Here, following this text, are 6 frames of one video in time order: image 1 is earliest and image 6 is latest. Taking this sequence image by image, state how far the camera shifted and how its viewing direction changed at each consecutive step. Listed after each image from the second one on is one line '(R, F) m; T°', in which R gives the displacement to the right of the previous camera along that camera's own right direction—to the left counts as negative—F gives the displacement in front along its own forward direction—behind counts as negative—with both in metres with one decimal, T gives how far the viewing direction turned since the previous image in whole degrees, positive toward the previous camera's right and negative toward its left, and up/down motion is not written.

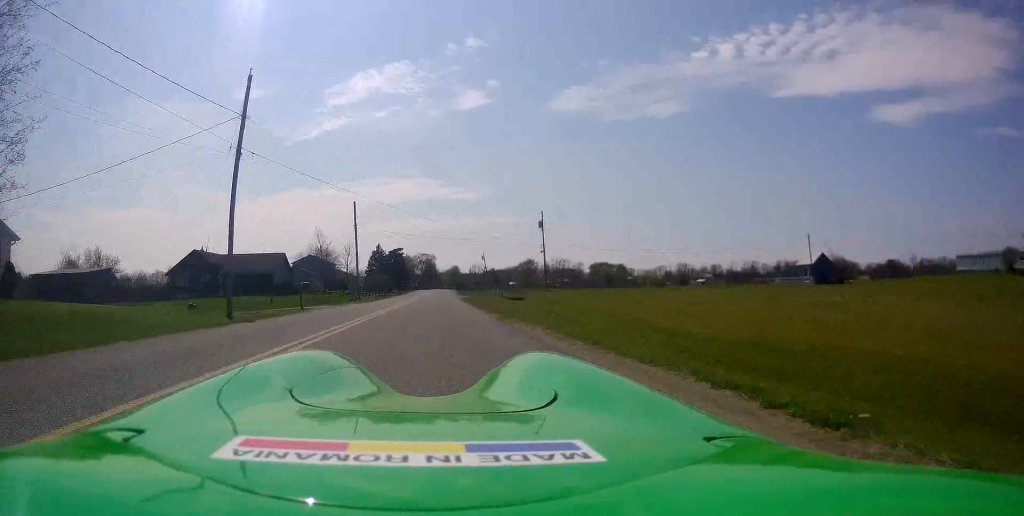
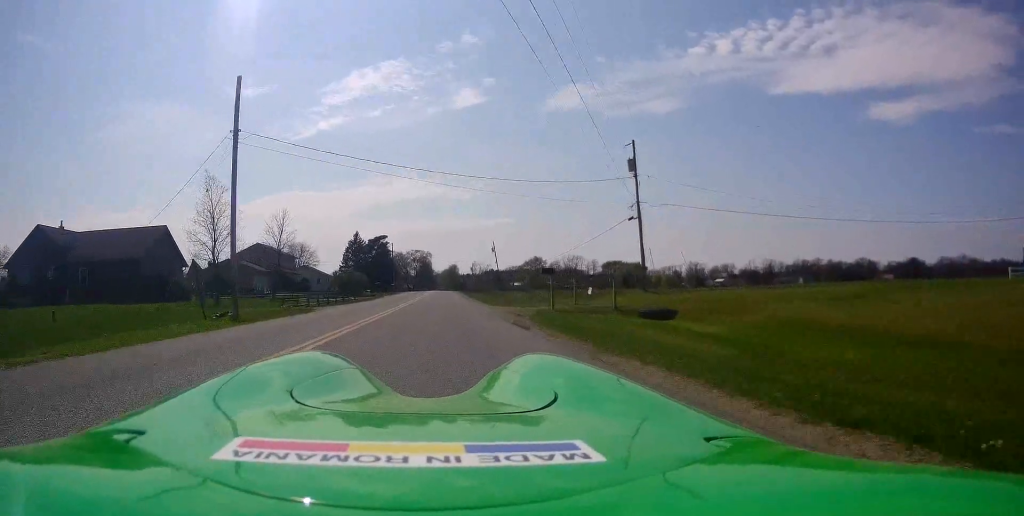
(-0.8, +36.4) m; 0°
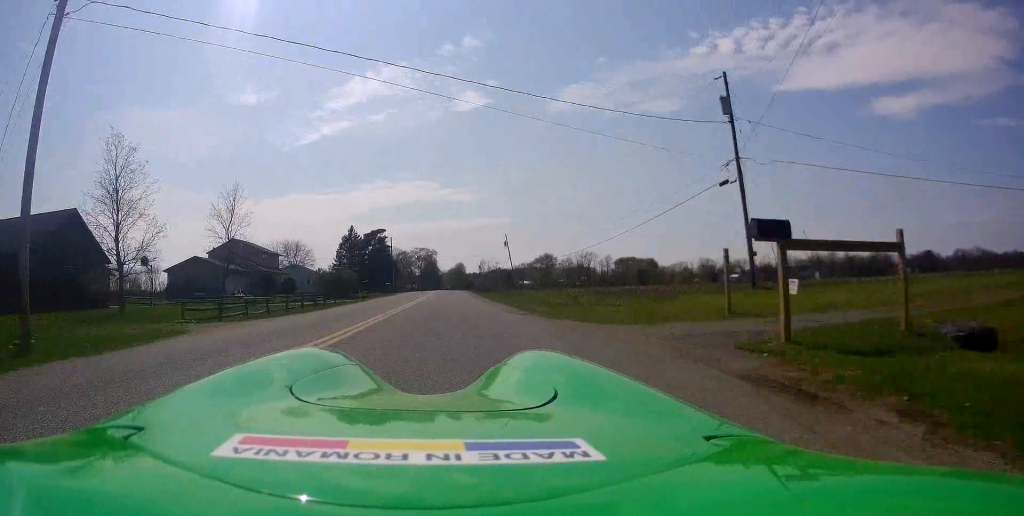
(+0.5, +13.1) m; +1°
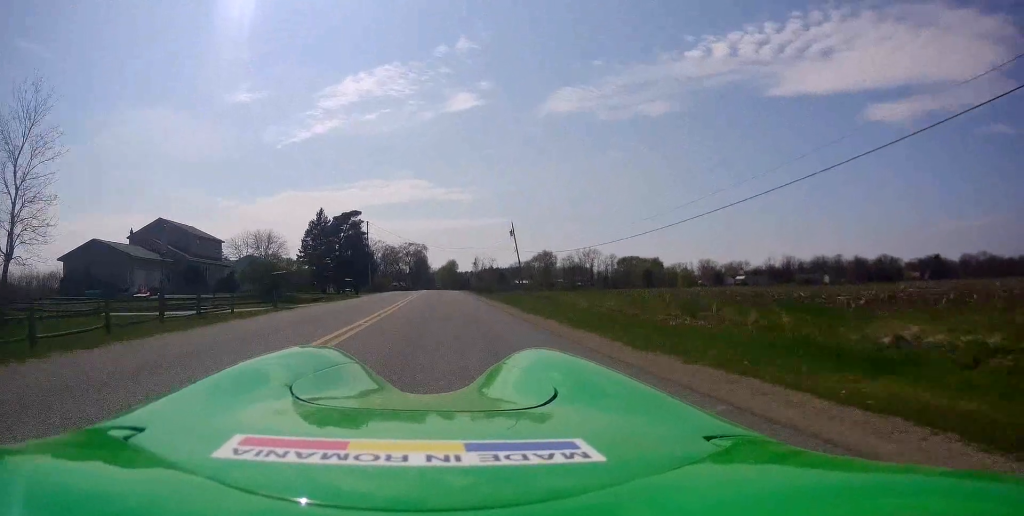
(-0.6, +20.4) m; -2°
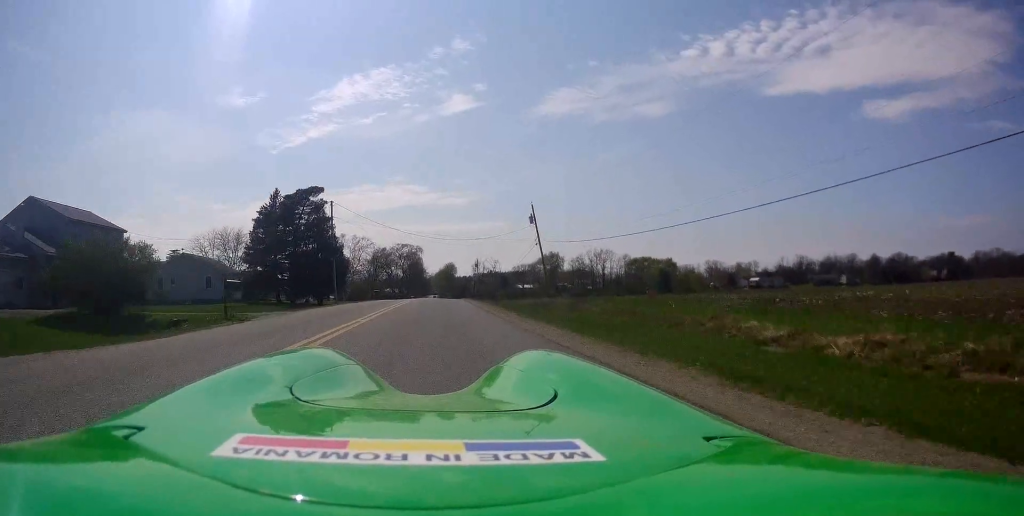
(0.0, +21.8) m; +1°
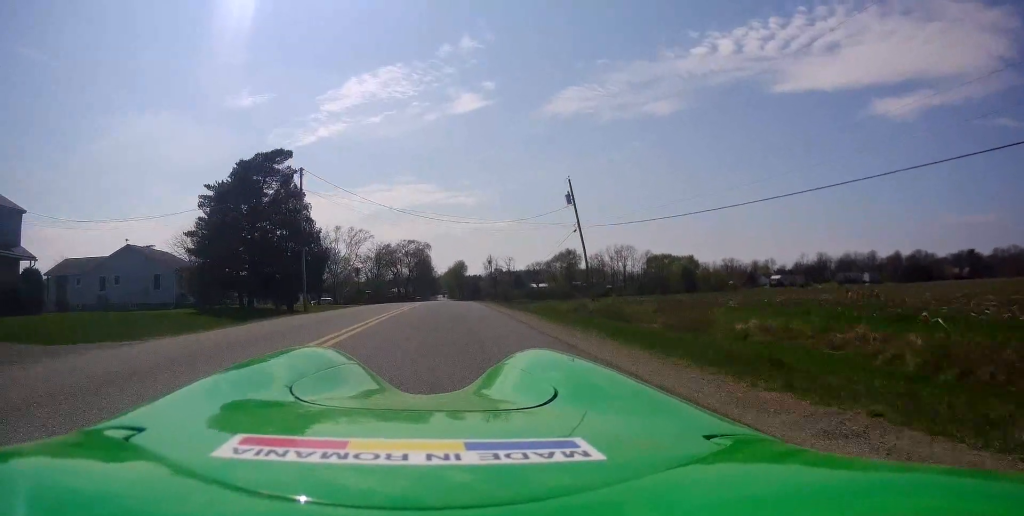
(+0.3, +14.8) m; +1°
